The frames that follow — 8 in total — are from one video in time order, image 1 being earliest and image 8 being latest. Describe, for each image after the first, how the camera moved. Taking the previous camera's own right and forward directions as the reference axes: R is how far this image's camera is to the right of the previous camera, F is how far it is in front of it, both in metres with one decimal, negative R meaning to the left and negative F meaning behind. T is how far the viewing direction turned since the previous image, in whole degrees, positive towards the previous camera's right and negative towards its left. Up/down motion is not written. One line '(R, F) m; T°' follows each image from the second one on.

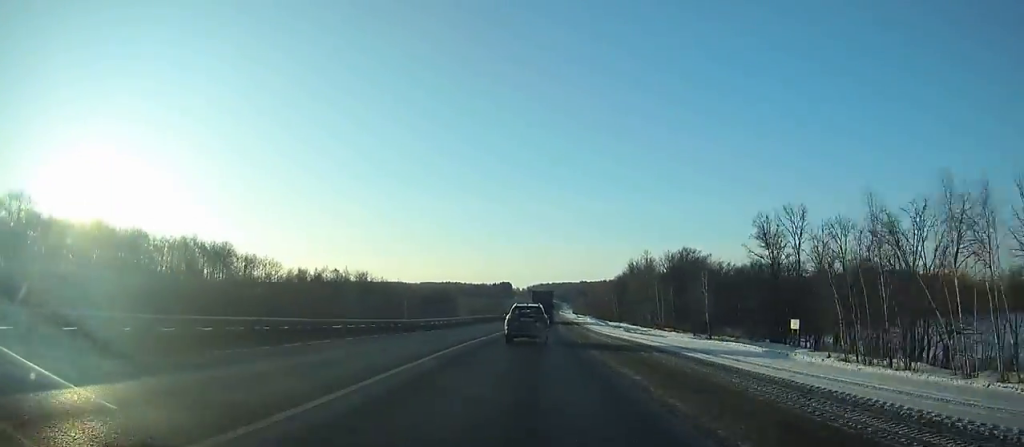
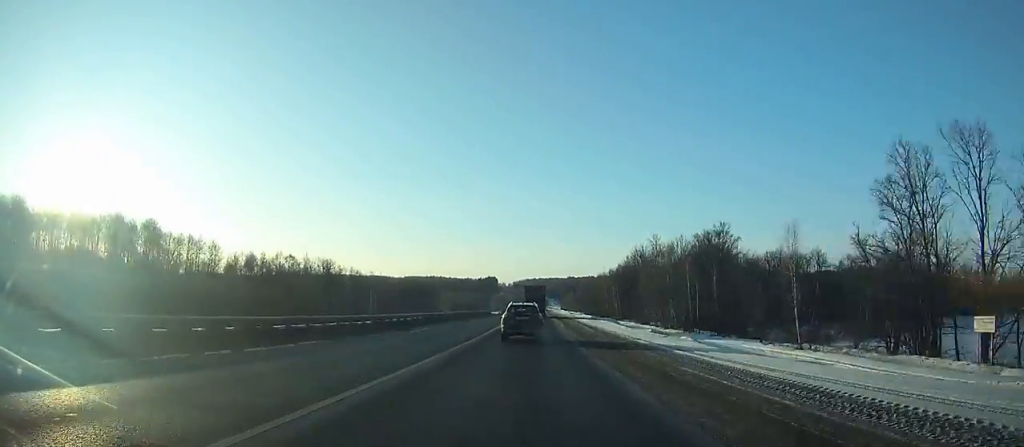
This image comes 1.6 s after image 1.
(+0.2, +26.6) m; +1°
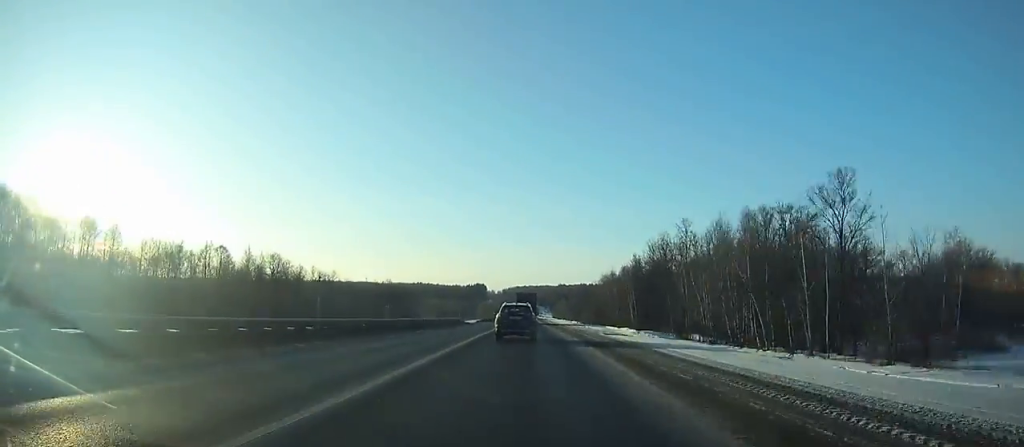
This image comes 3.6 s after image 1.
(+0.5, +33.3) m; +1°
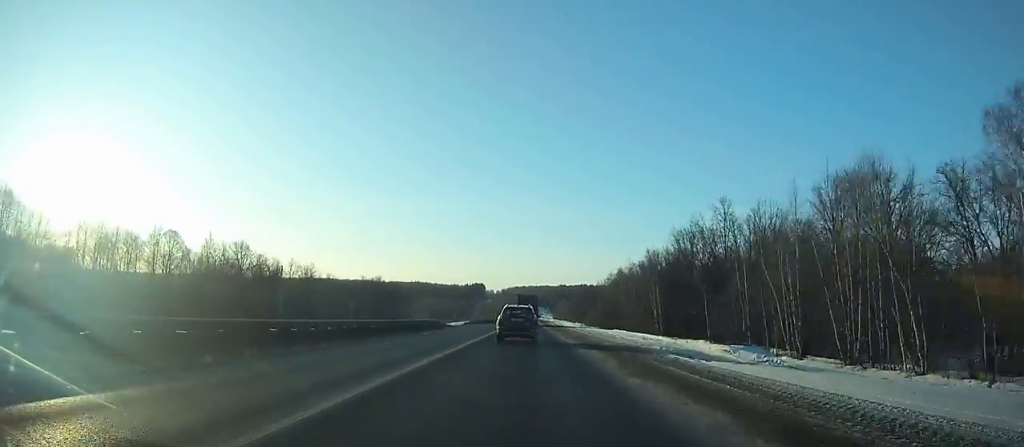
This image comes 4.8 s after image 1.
(0.0, +20.0) m; 0°
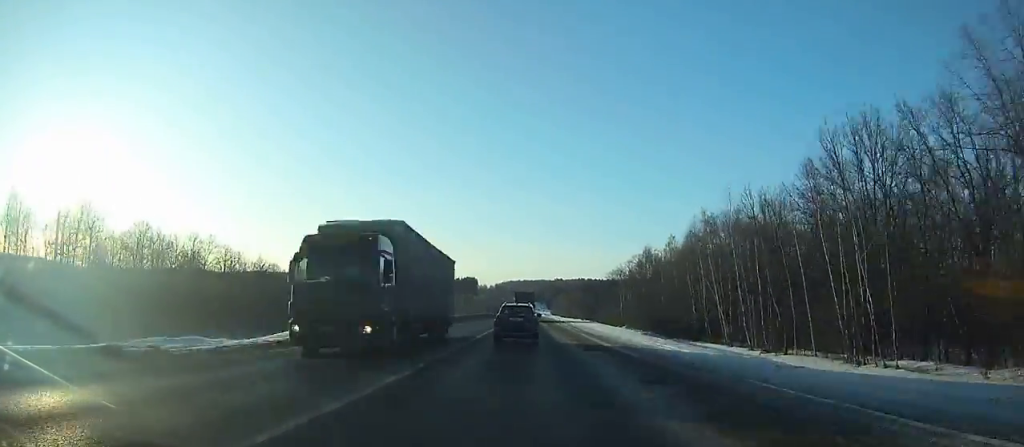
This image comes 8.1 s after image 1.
(+0.4, +55.1) m; 0°
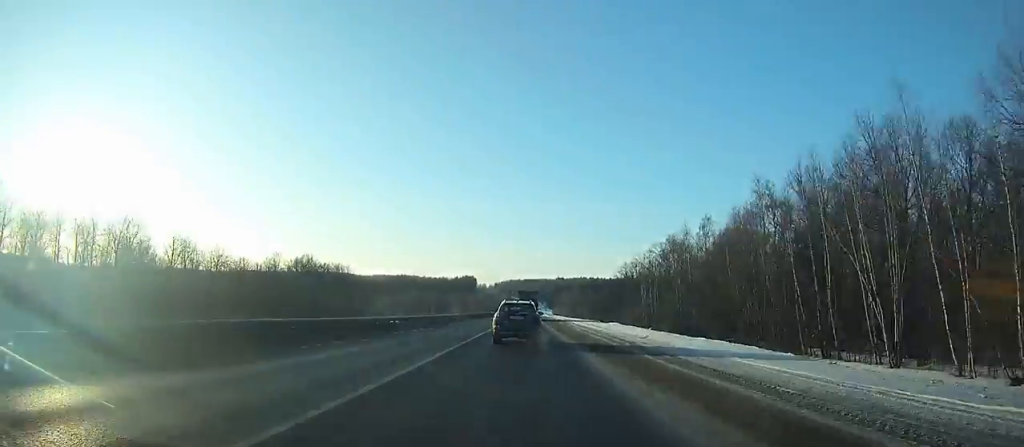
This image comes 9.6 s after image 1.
(0.0, +25.0) m; 0°
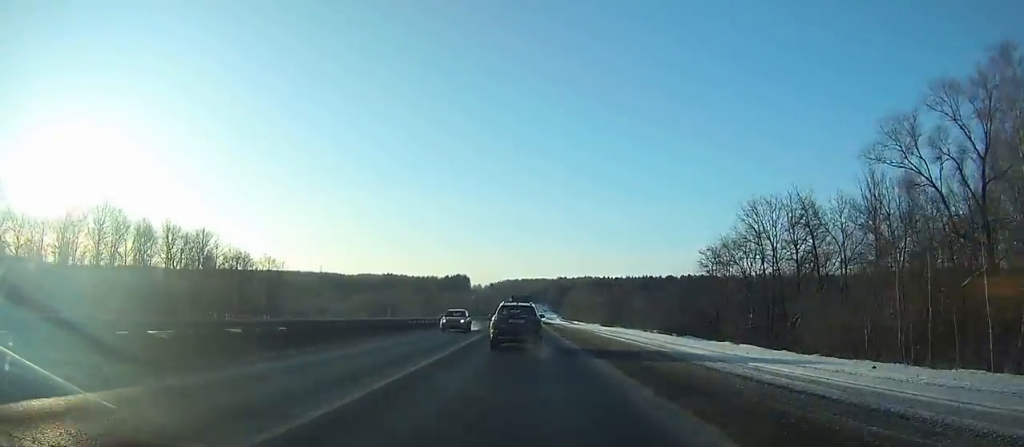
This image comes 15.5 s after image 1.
(-0.3, +97.7) m; -1°
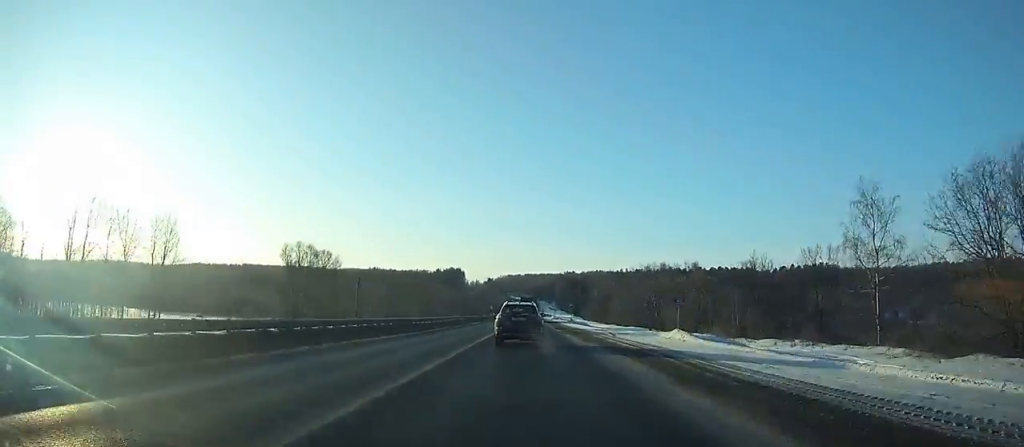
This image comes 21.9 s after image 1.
(0.0, +106.3) m; 0°
